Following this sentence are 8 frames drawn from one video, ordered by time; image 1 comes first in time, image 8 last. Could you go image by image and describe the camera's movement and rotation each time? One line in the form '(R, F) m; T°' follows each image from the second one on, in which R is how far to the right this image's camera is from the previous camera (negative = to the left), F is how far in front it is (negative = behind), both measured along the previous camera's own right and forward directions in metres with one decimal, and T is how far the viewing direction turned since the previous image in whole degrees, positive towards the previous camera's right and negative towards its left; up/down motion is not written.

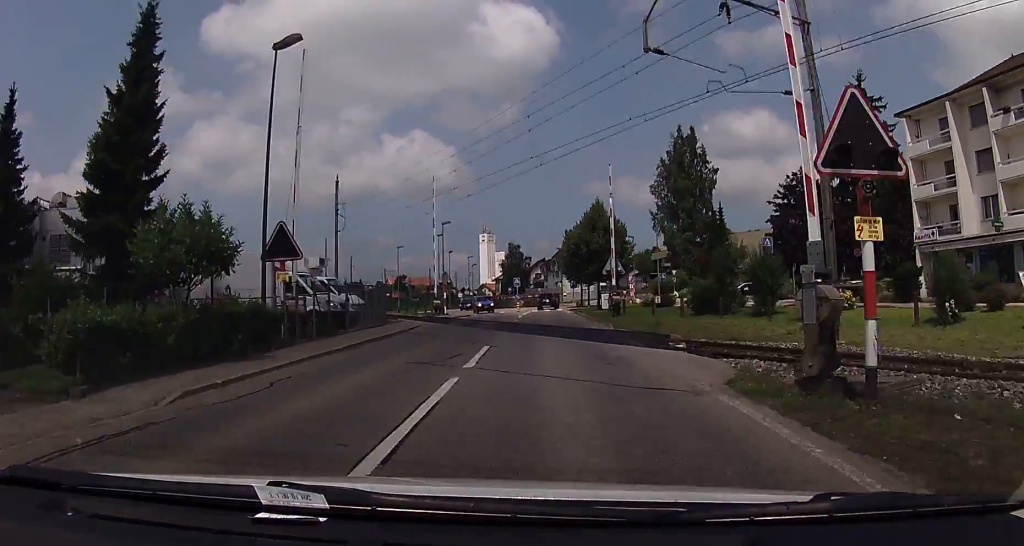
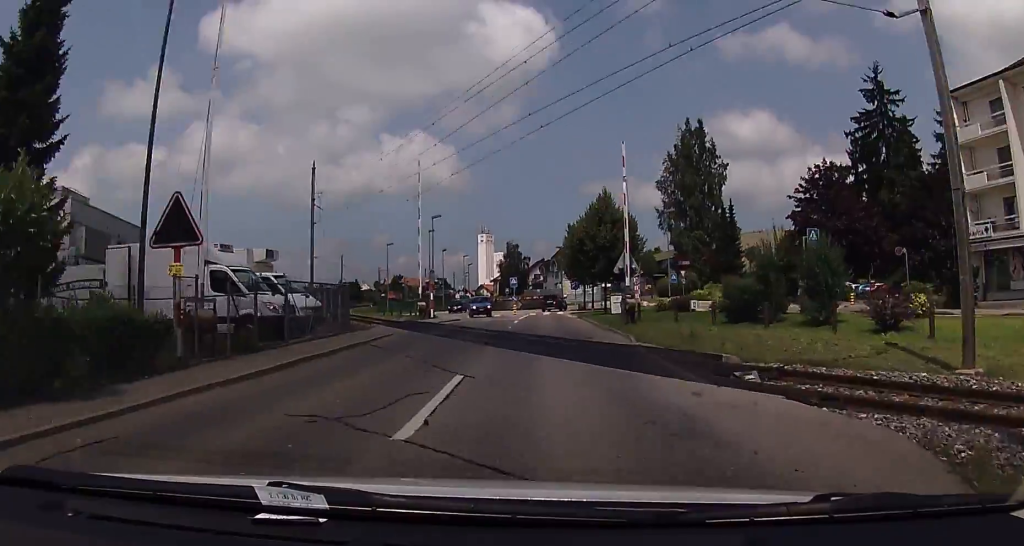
(0.0, +5.7) m; 0°
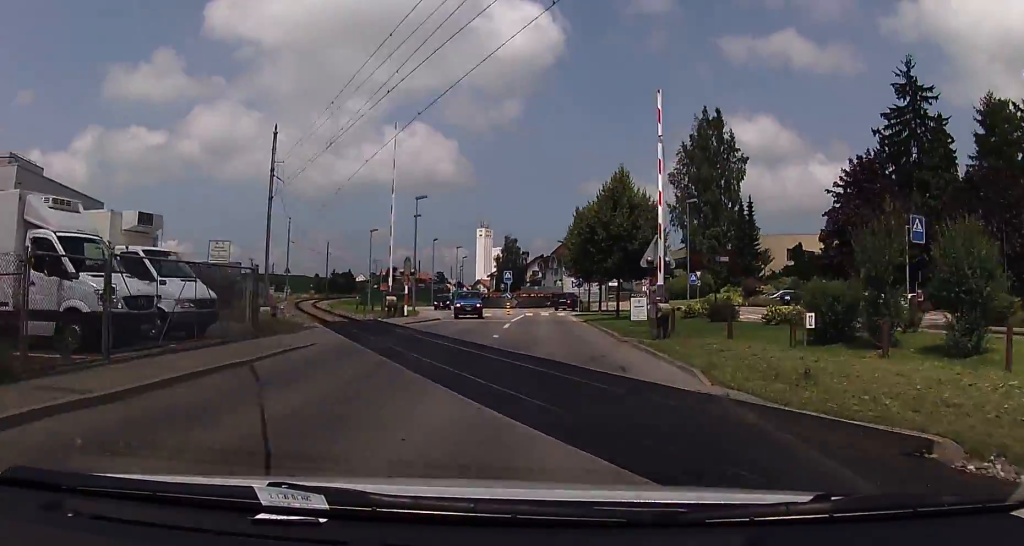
(+0.1, +7.8) m; +1°
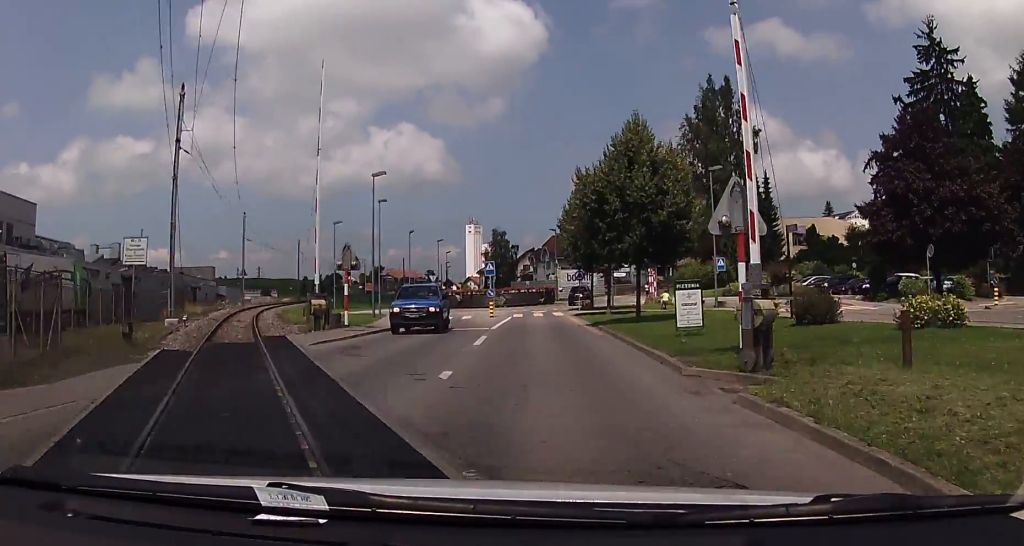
(0.0, +9.8) m; 0°
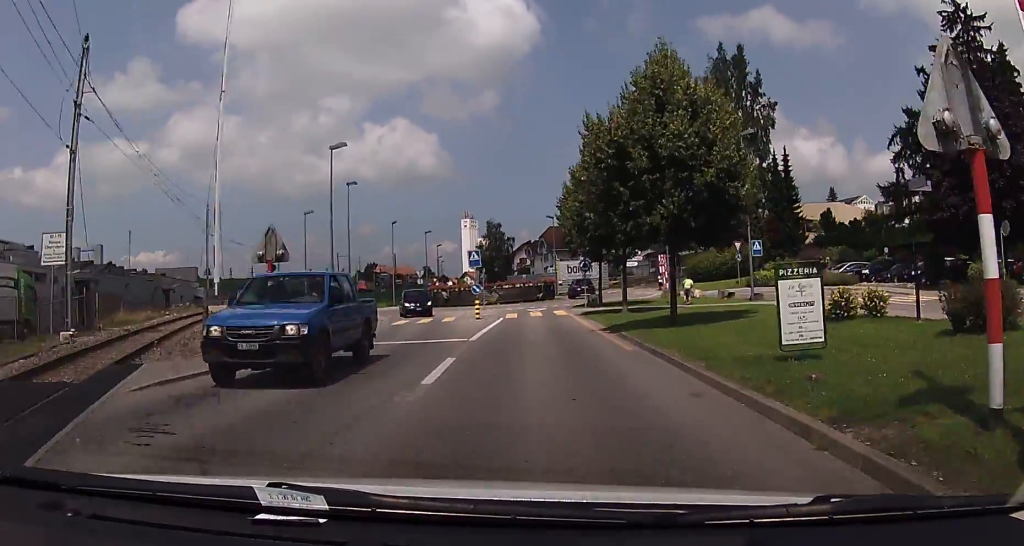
(0.0, +7.2) m; 0°
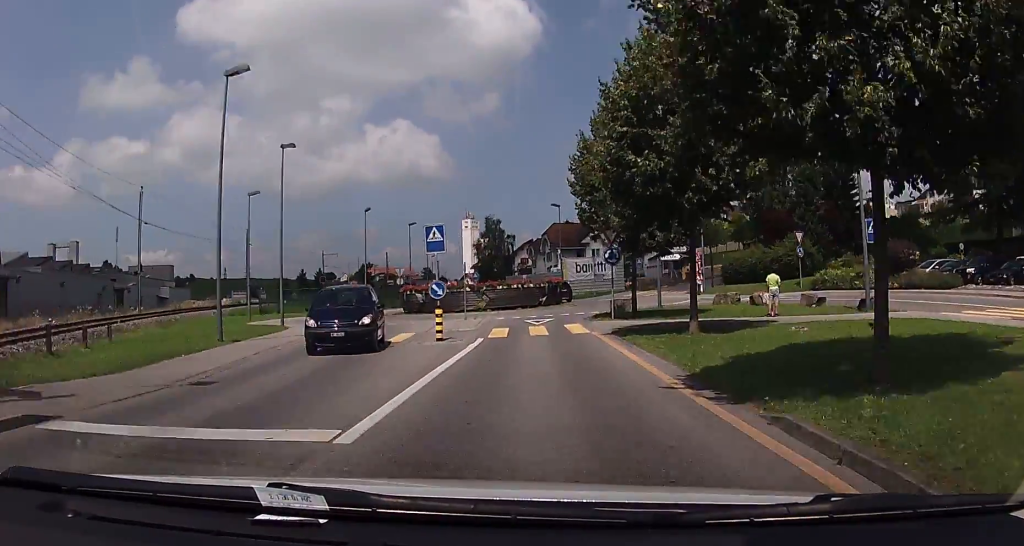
(+0.1, +11.8) m; +1°
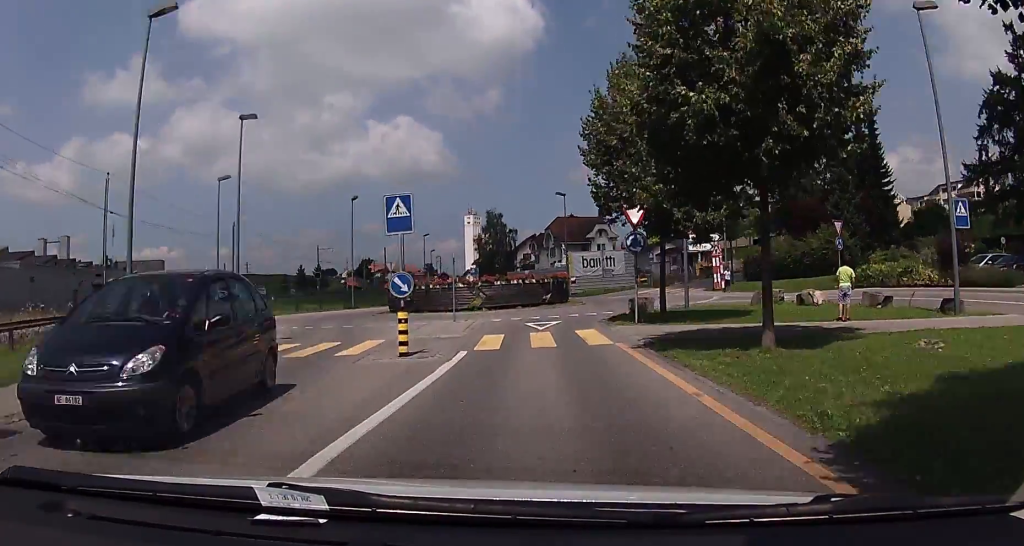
(+0.2, +5.1) m; 0°
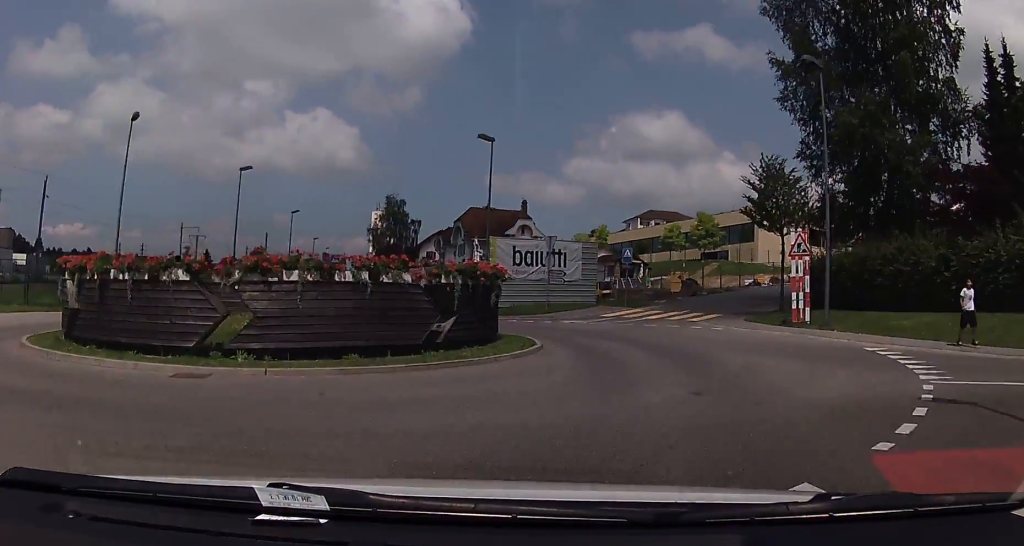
(+0.3, +23.3) m; +8°
